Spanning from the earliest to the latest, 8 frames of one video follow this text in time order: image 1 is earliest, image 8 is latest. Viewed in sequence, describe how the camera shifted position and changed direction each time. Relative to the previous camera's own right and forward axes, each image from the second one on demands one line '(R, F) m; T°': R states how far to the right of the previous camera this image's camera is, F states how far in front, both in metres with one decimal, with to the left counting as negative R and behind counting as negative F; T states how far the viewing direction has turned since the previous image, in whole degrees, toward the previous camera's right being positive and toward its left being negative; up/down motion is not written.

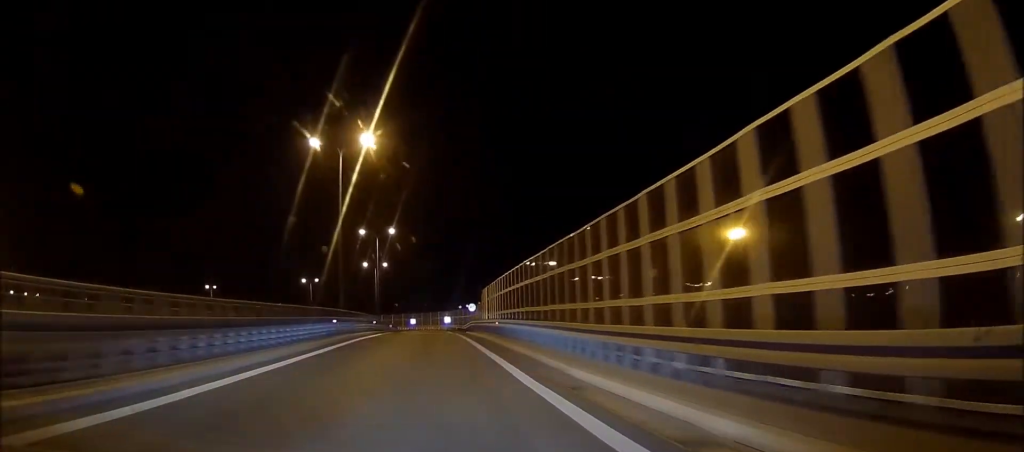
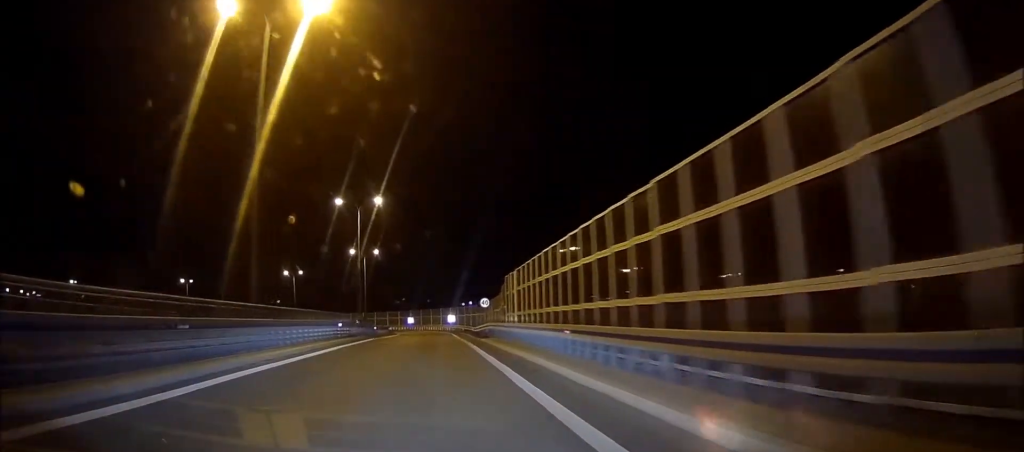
(0.0, +16.4) m; 0°
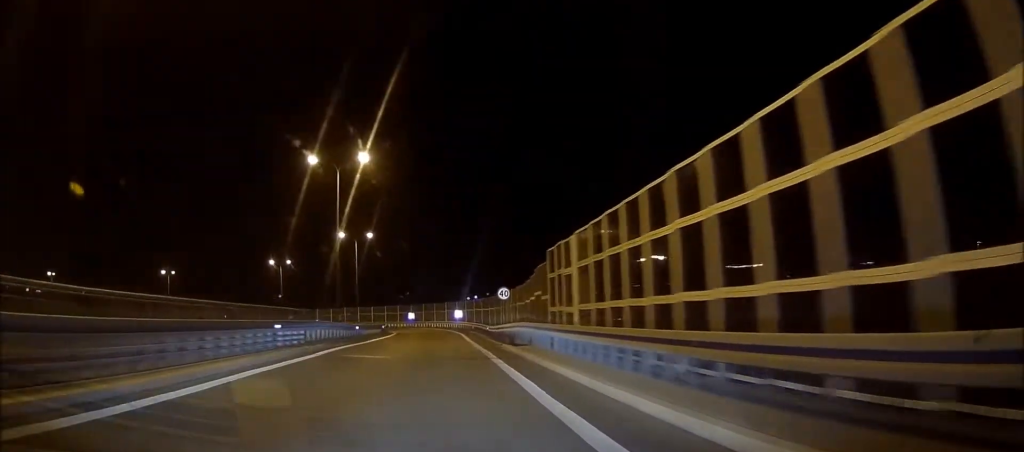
(+0.1, +11.9) m; -1°
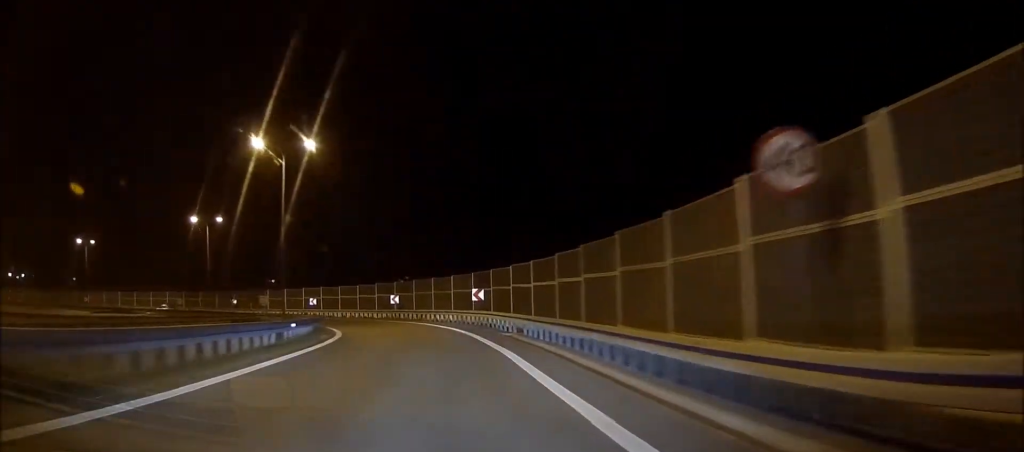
(-2.3, +31.2) m; -13°
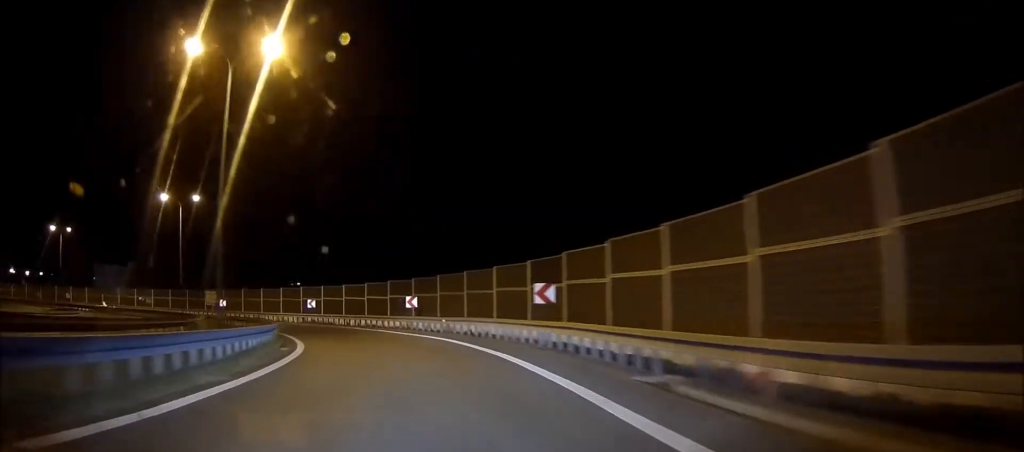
(-1.3, +13.8) m; -9°
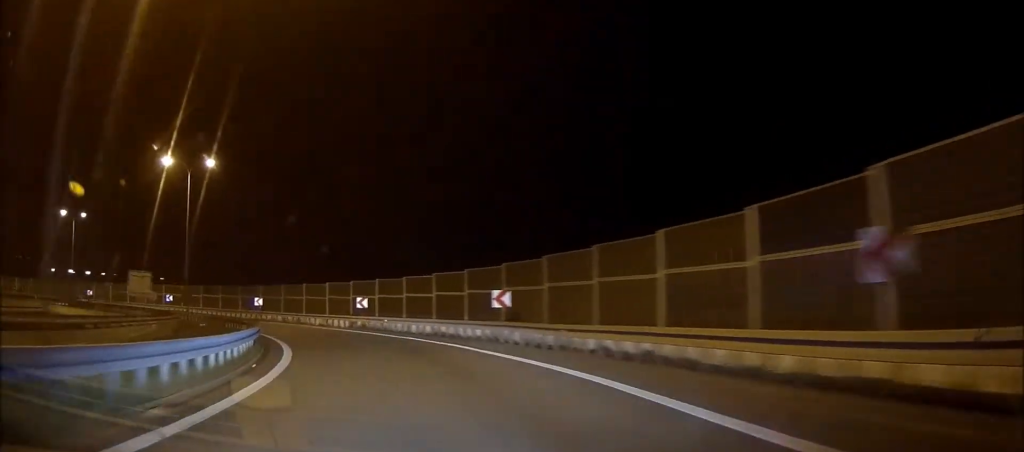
(-1.3, +13.6) m; -10°
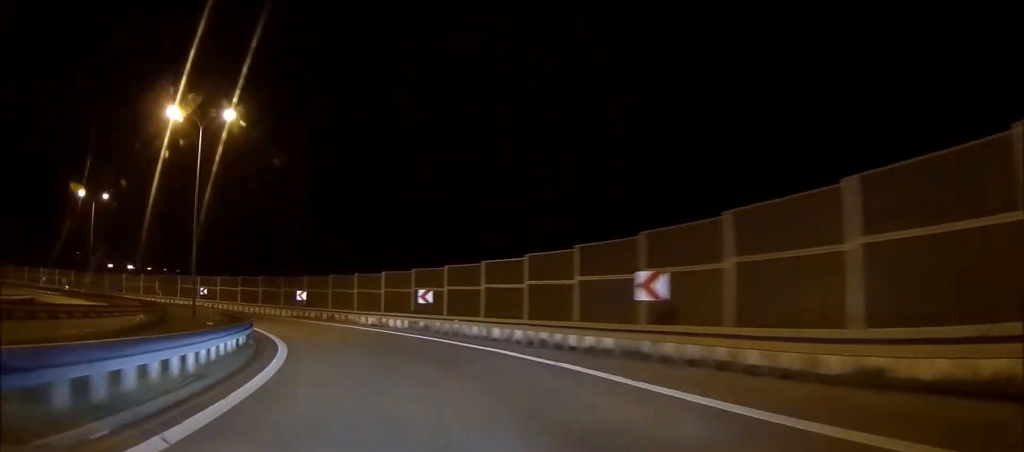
(-0.7, +9.9) m; -8°
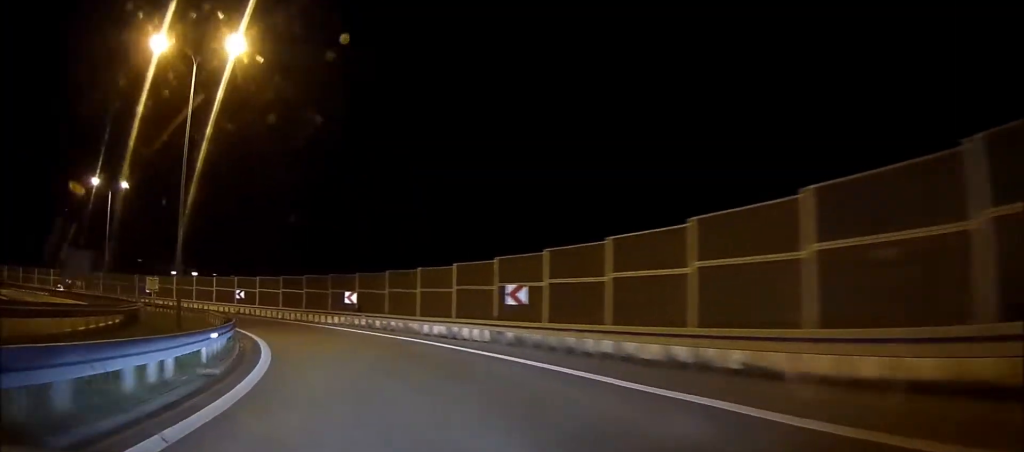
(-0.3, +10.0) m; -8°
